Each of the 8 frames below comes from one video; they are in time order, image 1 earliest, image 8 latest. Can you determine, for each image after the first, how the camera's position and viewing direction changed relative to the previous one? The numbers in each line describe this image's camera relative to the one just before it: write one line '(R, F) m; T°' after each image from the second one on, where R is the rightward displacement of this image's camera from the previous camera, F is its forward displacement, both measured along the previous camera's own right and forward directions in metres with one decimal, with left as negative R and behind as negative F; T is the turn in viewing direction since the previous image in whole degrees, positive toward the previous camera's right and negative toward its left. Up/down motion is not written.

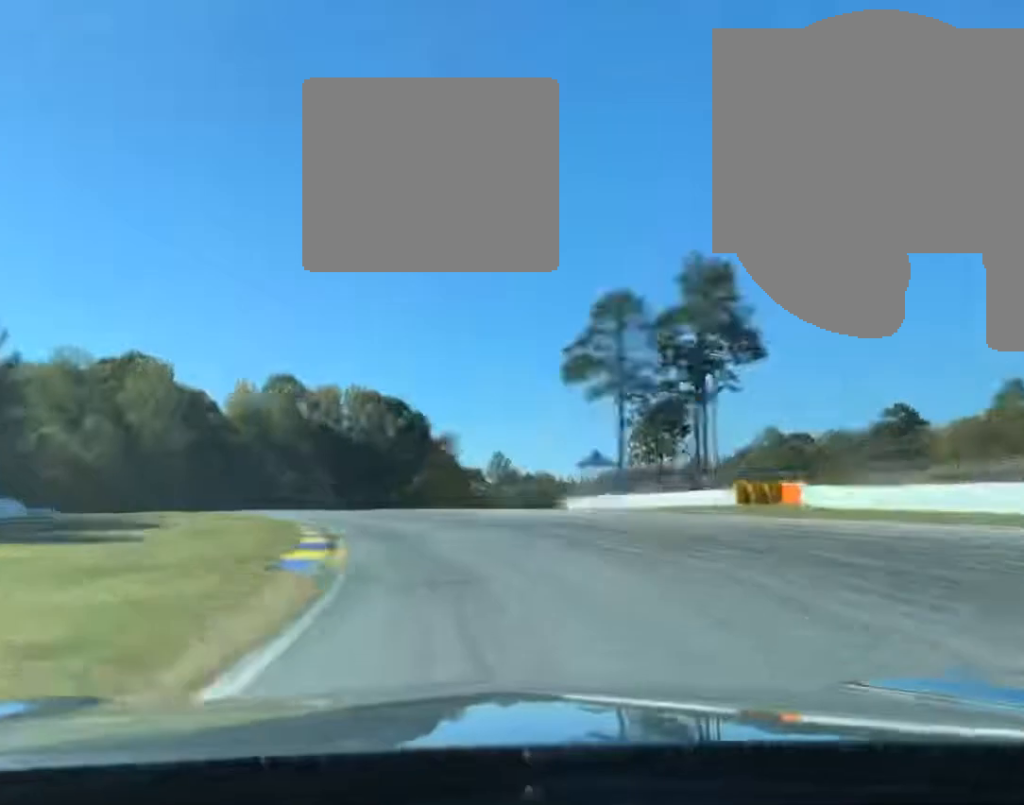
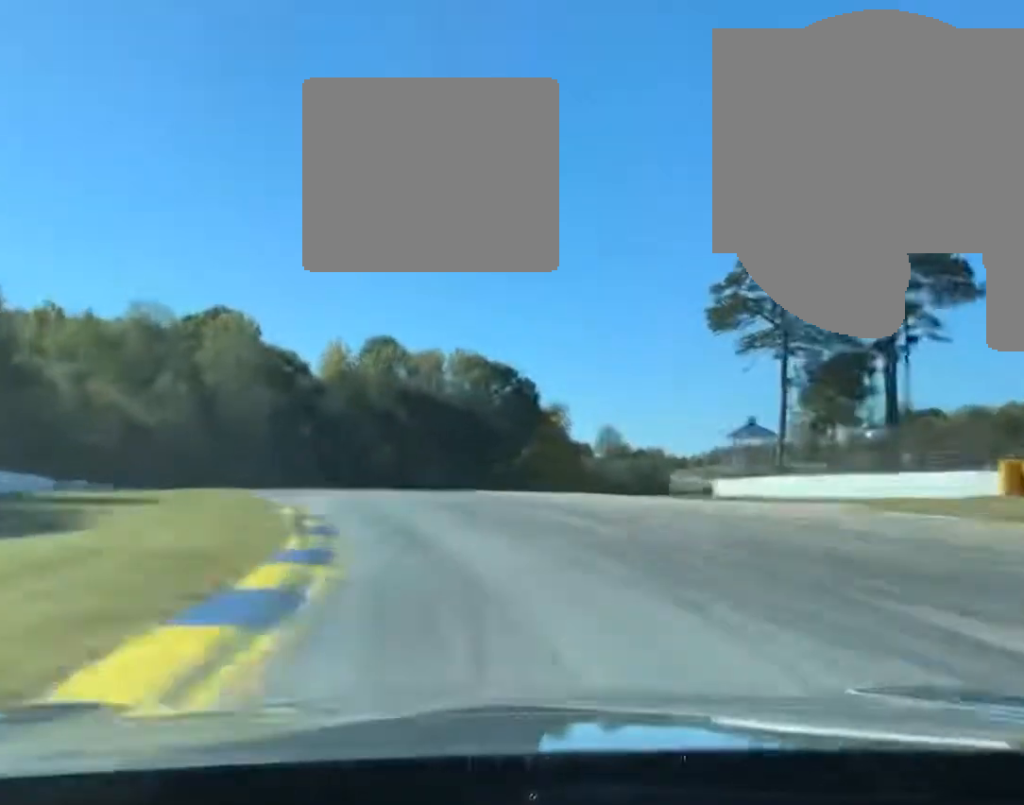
(0.0, +20.9) m; -6°
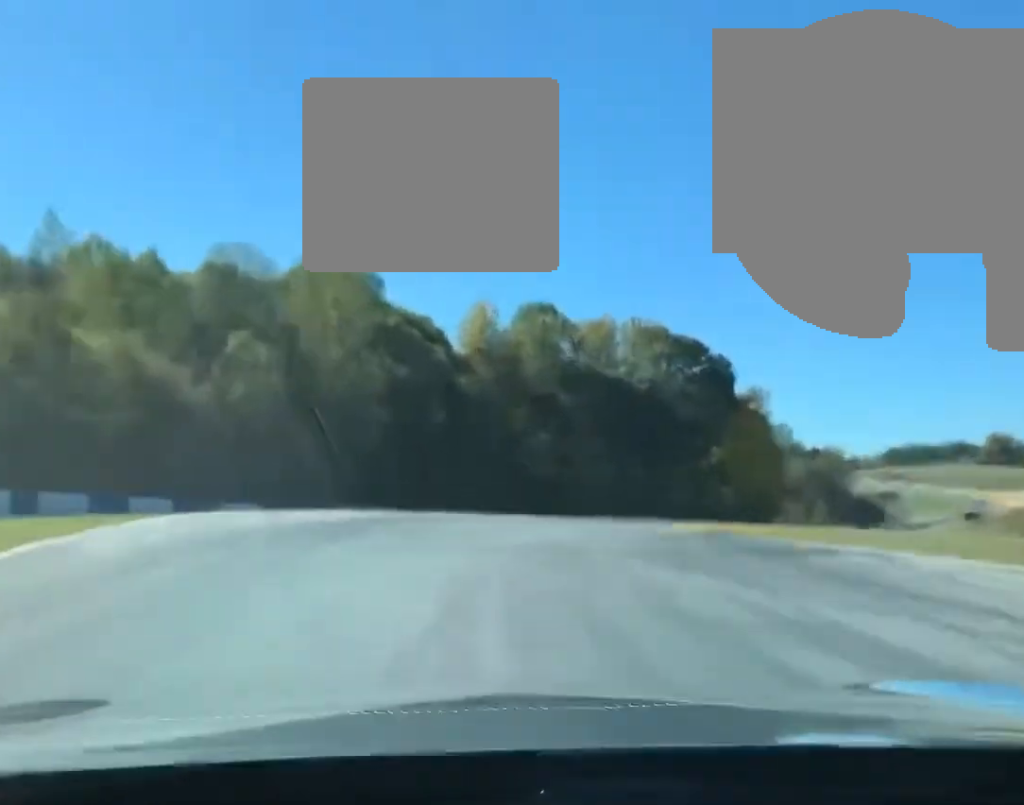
(-4.9, +45.3) m; -4°
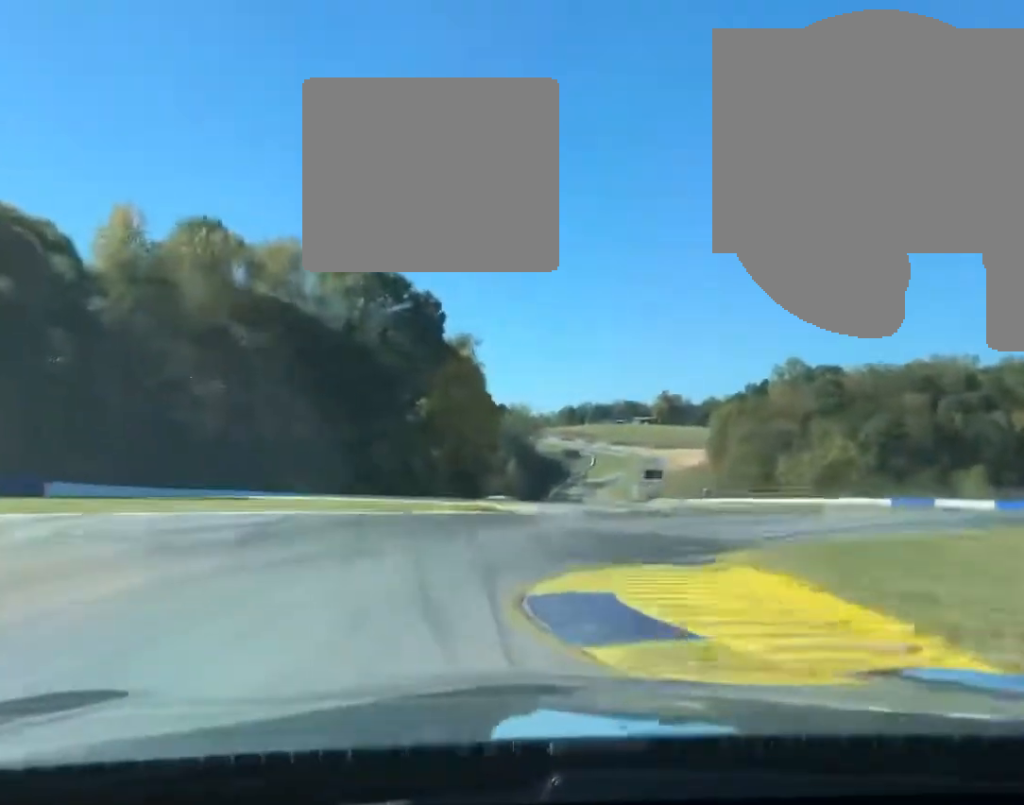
(+1.3, +29.9) m; +11°
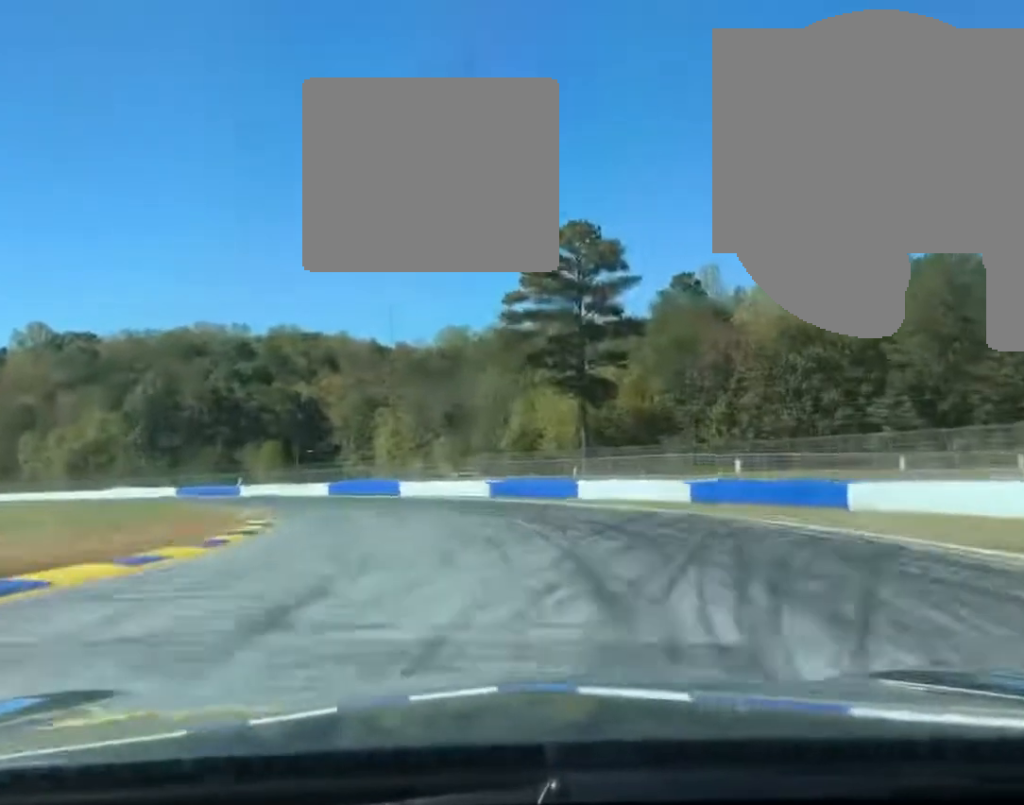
(+15.6, +44.8) m; +38°
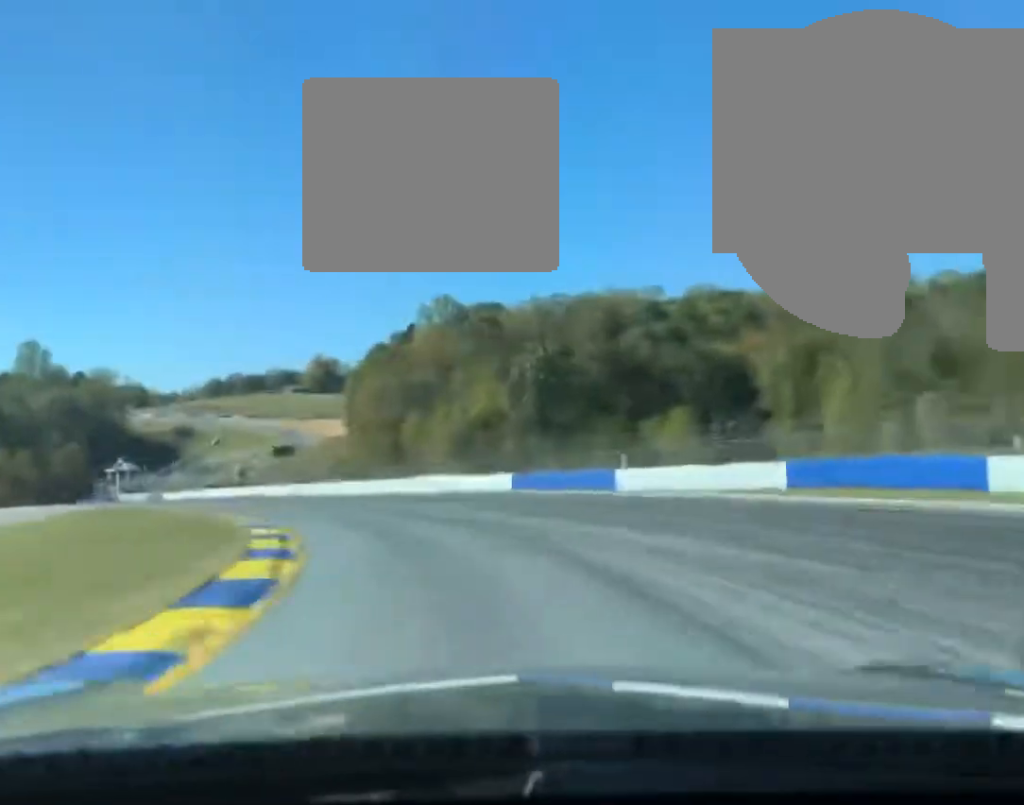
(+3.7, +56.4) m; -13°
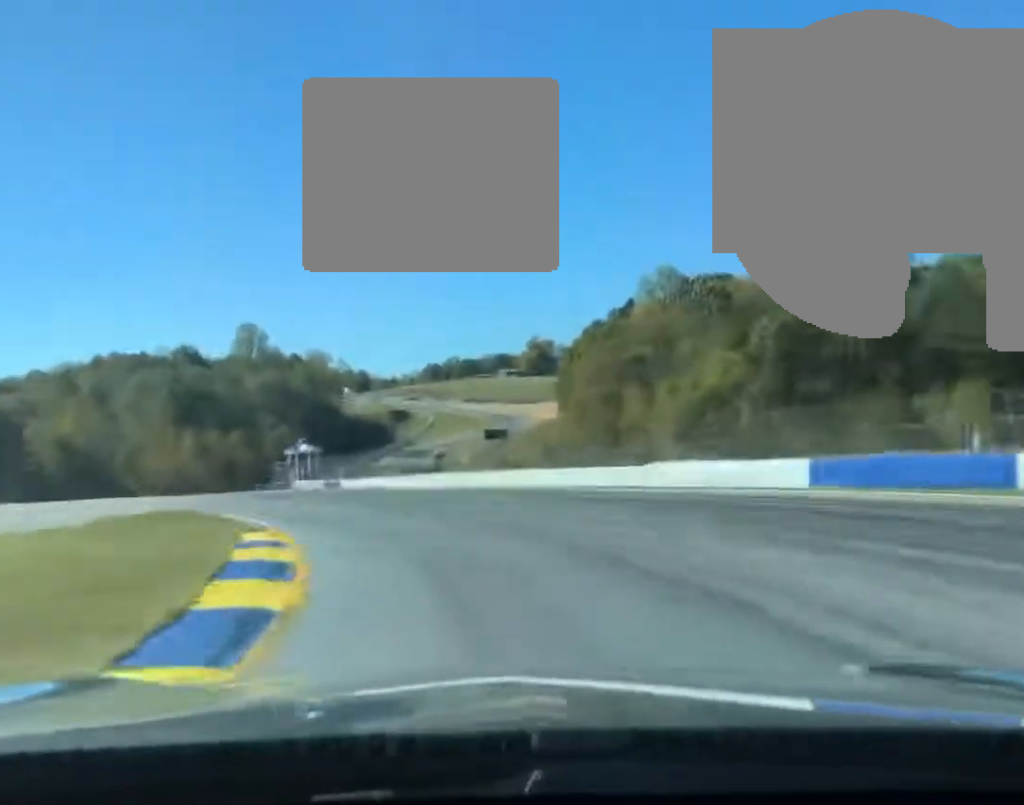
(-3.5, +22.6) m; -17°
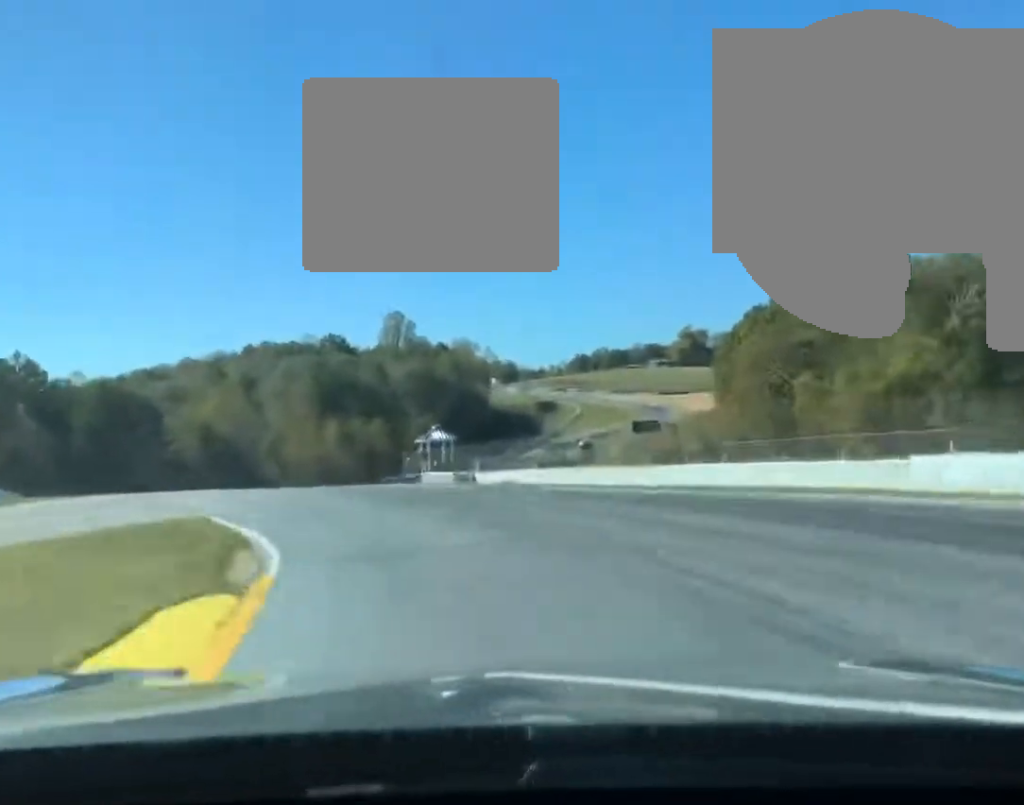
(-1.9, +15.4) m; -9°
